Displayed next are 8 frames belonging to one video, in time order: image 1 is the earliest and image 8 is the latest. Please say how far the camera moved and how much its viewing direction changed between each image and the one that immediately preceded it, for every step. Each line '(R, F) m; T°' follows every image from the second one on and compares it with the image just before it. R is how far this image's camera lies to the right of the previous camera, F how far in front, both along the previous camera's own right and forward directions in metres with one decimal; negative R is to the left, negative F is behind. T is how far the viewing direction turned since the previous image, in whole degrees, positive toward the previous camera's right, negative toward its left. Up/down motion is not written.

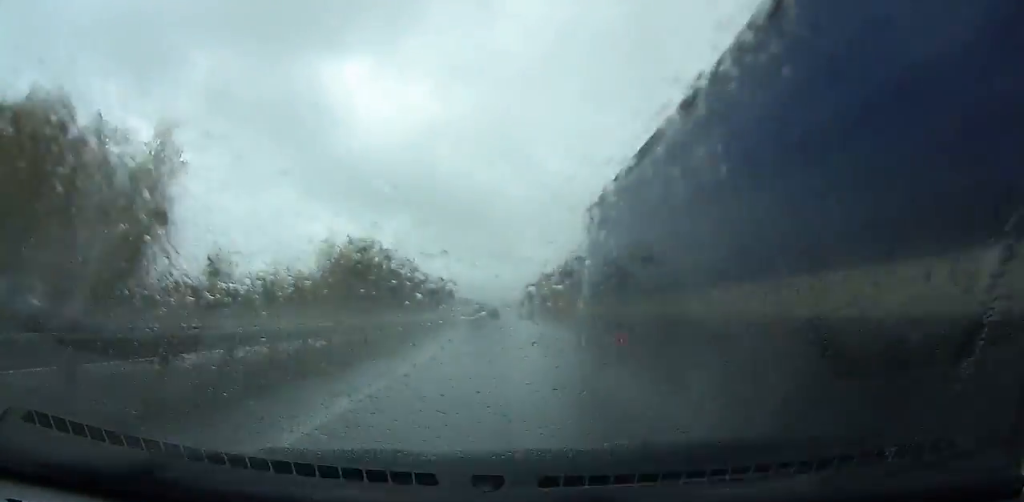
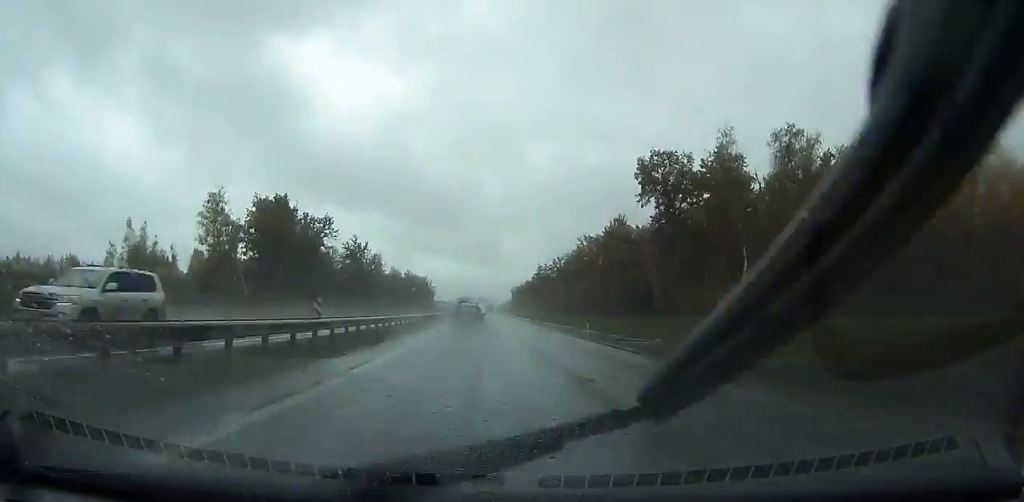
(+0.9, +66.9) m; 0°
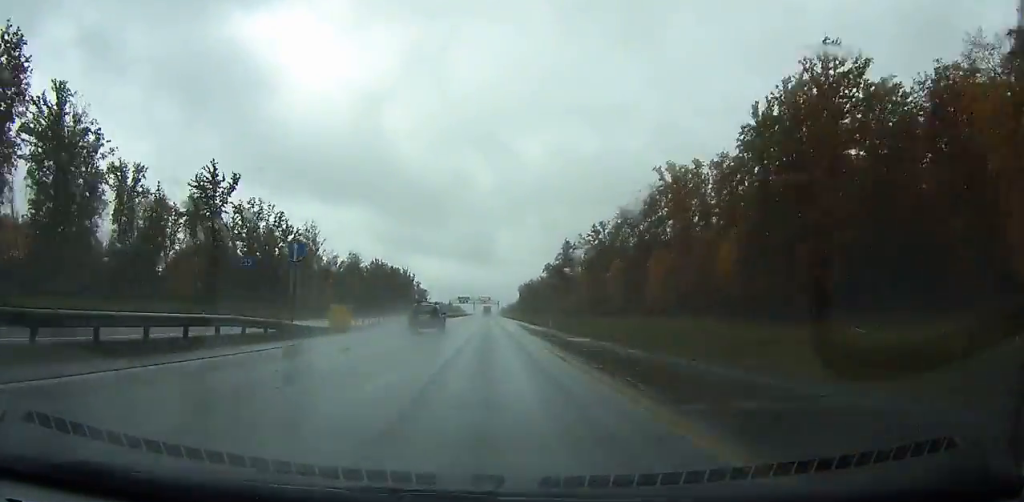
(+0.1, +93.4) m; 0°
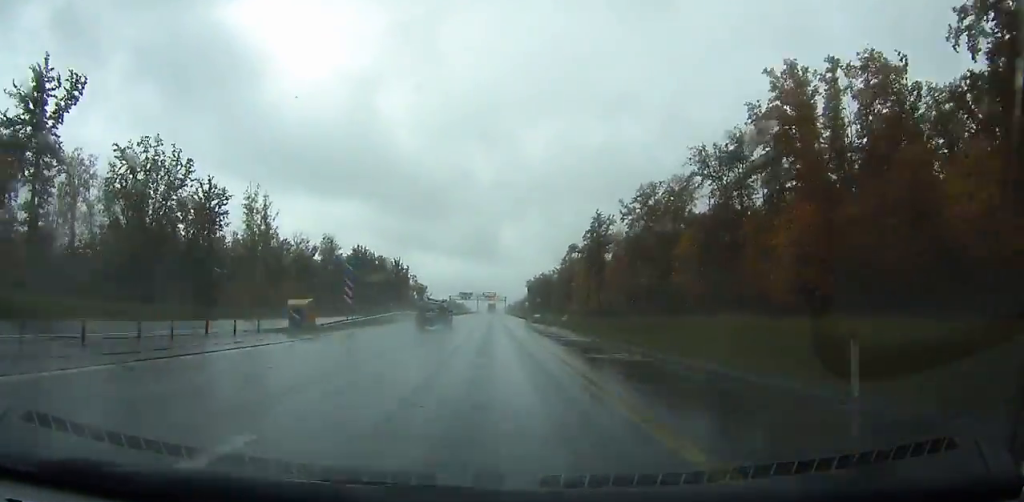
(-0.1, +40.3) m; 0°
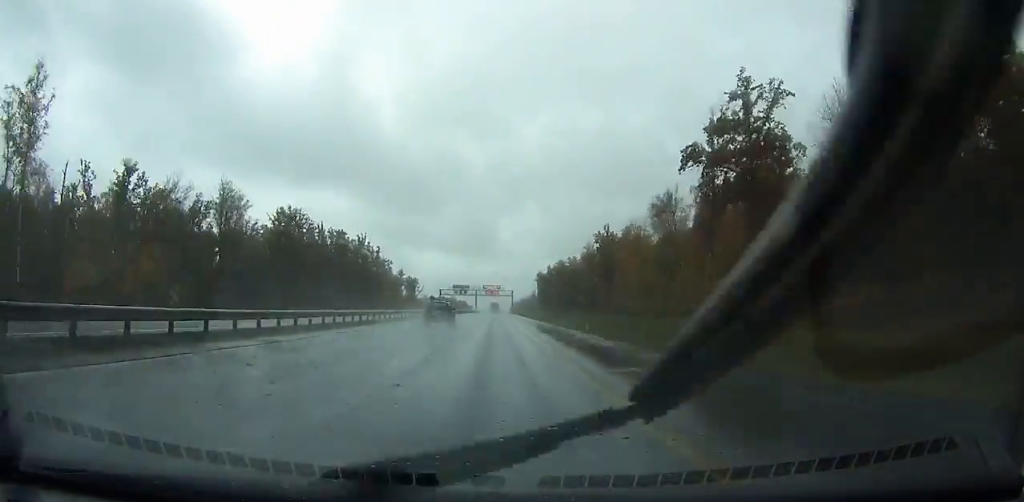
(-0.4, +72.8) m; 0°
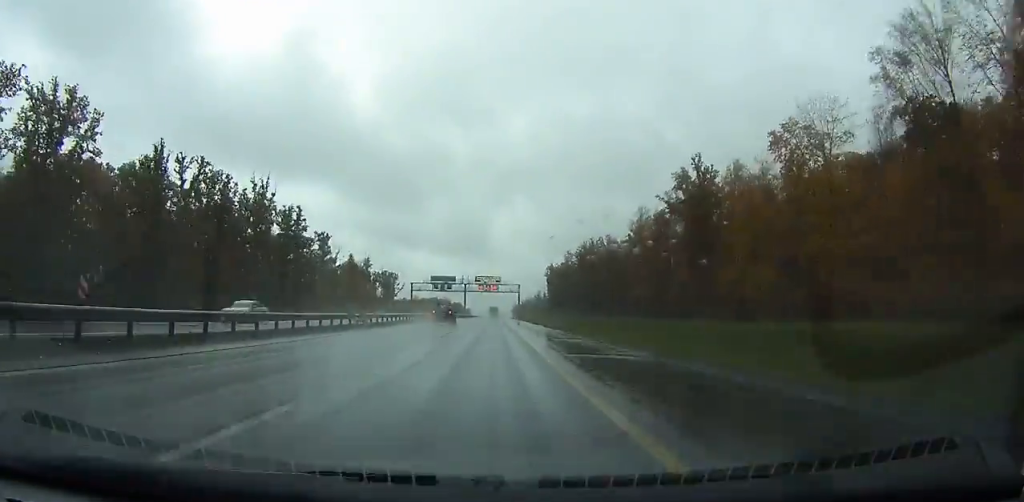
(-0.3, +81.8) m; 0°
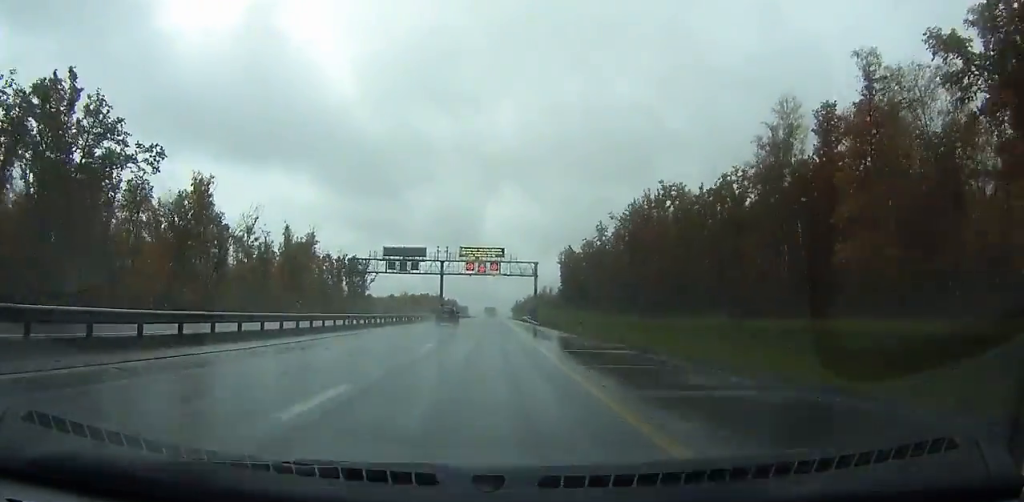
(+0.2, +70.3) m; 0°
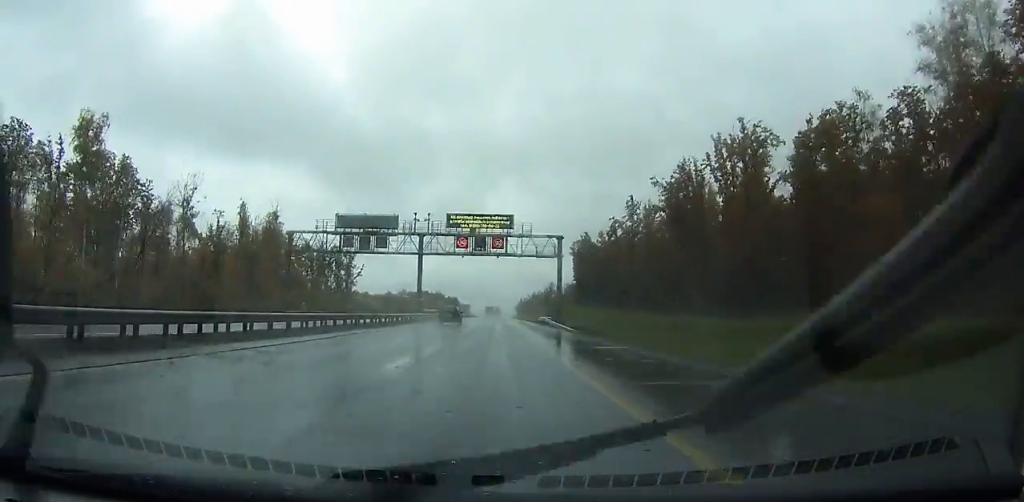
(-0.1, +31.4) m; 0°
